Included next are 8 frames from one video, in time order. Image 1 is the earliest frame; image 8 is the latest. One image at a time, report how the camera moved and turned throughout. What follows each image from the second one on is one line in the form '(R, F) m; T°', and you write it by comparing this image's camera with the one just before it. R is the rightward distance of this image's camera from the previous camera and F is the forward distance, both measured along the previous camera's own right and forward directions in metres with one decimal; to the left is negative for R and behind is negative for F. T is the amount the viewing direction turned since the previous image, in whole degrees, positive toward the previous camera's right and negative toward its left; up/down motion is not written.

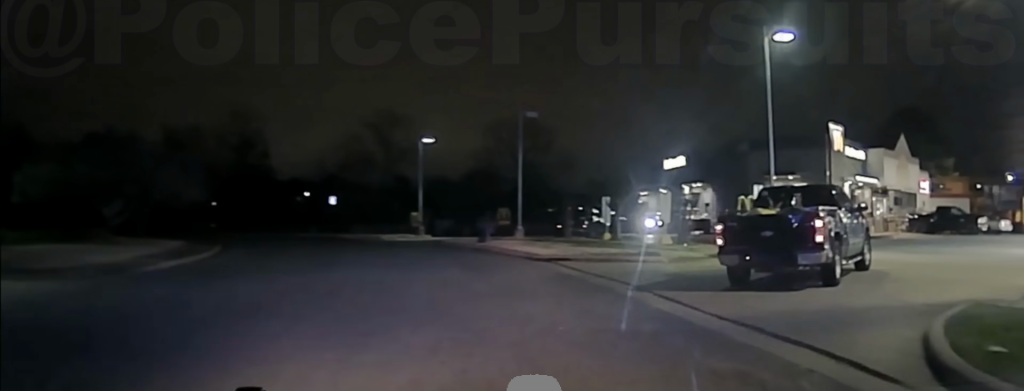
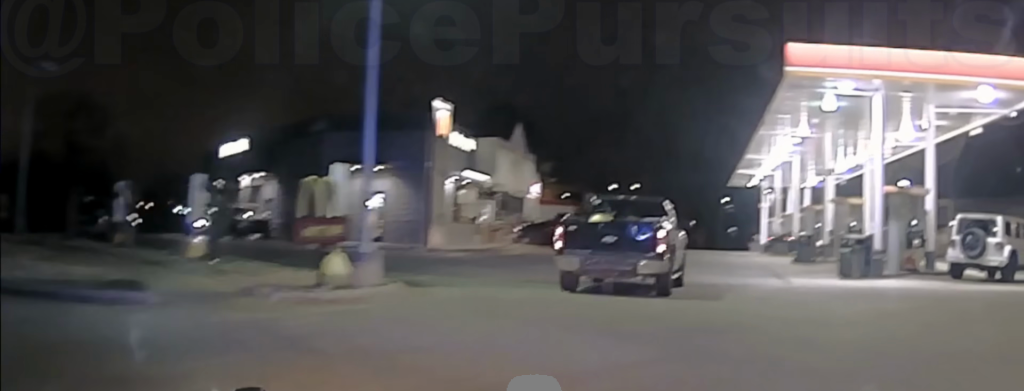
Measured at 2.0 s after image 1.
(+1.6, +15.2) m; +16°
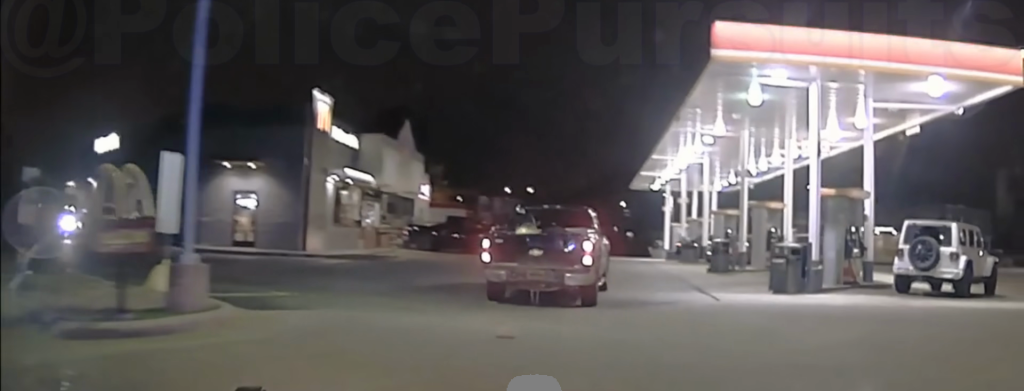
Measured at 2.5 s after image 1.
(+0.4, +3.5) m; +7°
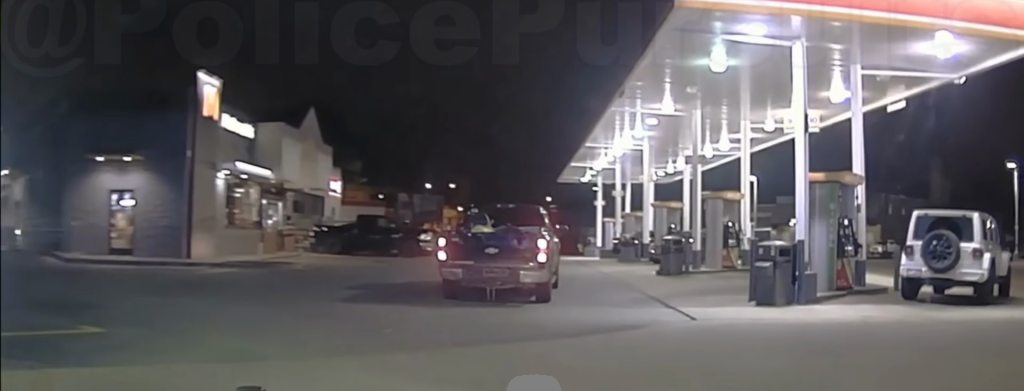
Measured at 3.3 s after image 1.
(+0.4, +4.5) m; +10°
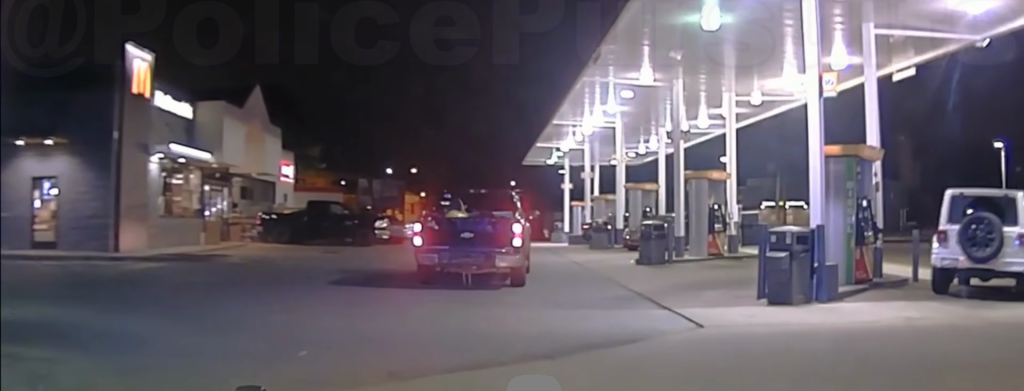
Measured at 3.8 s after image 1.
(+0.2, +2.7) m; +5°
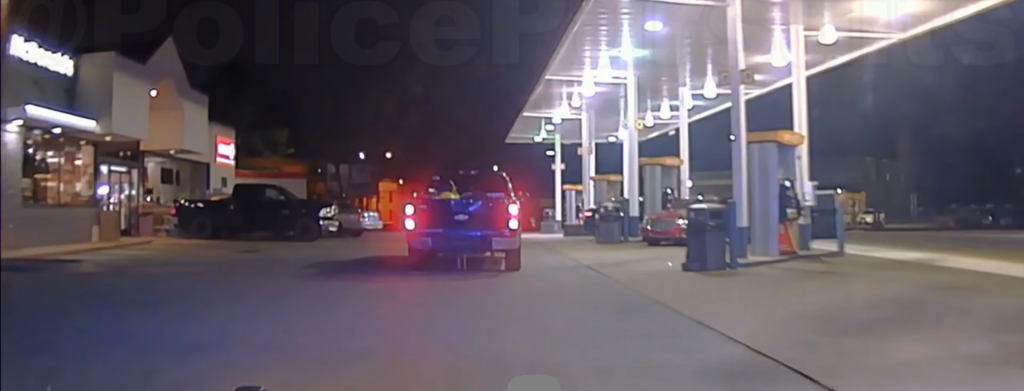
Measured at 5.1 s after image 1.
(+0.5, +6.7) m; +6°
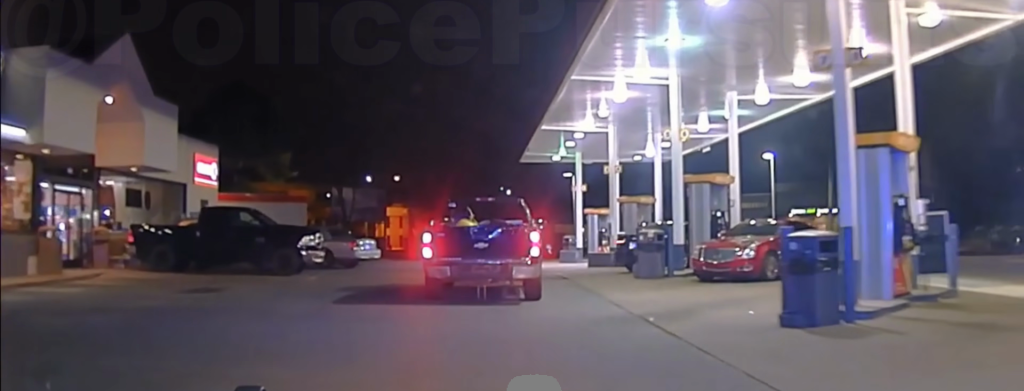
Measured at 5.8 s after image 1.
(+0.1, +4.0) m; 0°
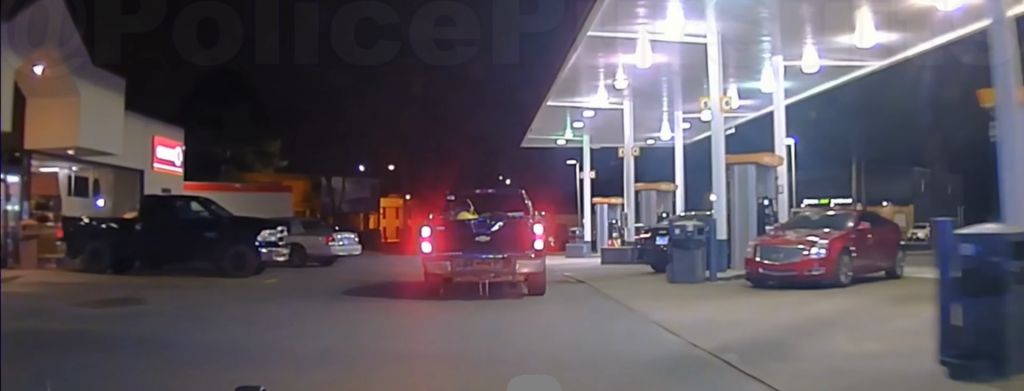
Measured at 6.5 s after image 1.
(0.0, +3.8) m; -1°
